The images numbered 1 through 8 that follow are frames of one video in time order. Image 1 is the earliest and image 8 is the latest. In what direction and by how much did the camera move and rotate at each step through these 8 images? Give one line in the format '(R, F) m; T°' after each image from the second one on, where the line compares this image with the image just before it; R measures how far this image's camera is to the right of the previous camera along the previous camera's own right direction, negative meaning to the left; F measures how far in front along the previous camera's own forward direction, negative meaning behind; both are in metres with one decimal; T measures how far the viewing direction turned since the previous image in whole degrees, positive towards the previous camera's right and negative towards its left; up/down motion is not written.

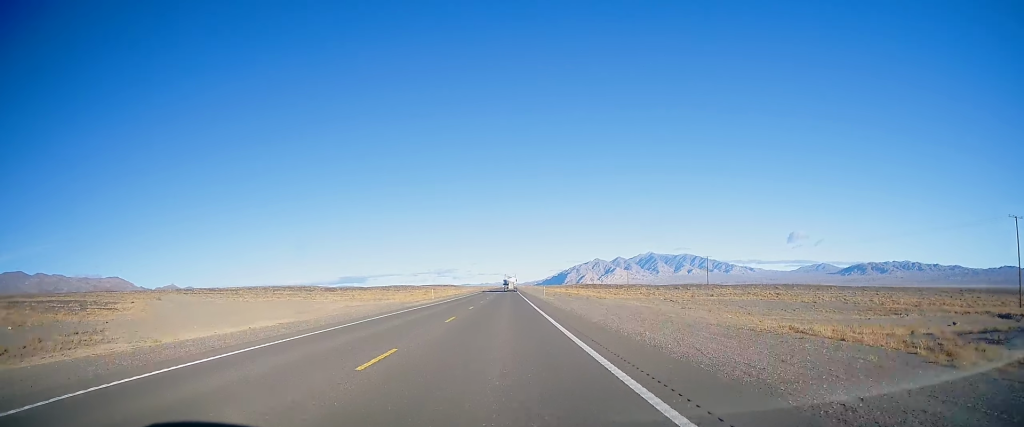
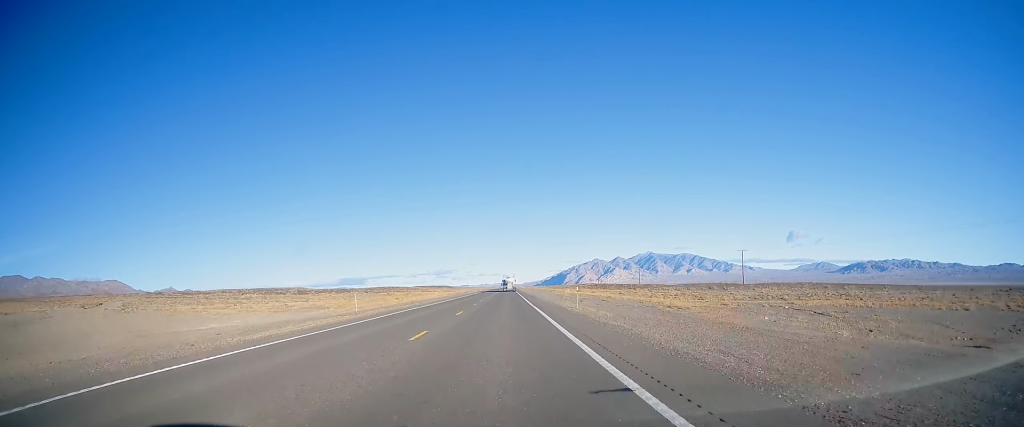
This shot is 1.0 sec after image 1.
(-0.4, +31.5) m; 0°
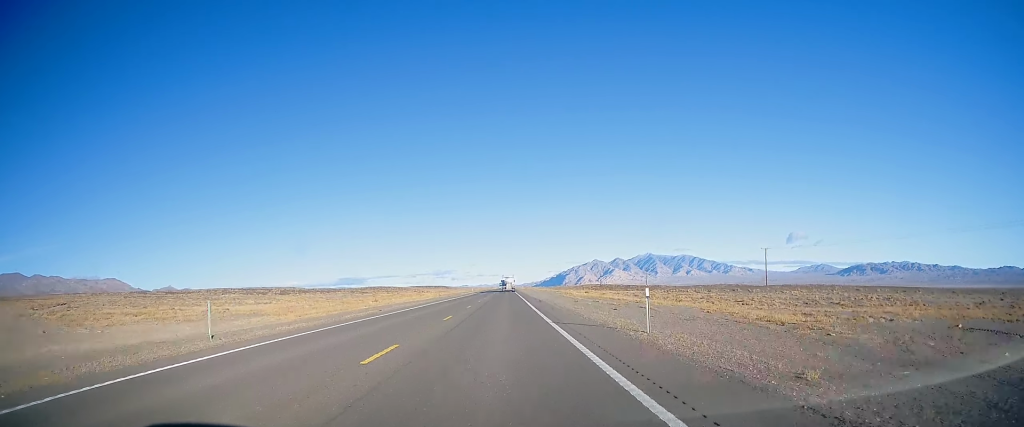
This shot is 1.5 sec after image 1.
(+0.2, +16.3) m; 0°
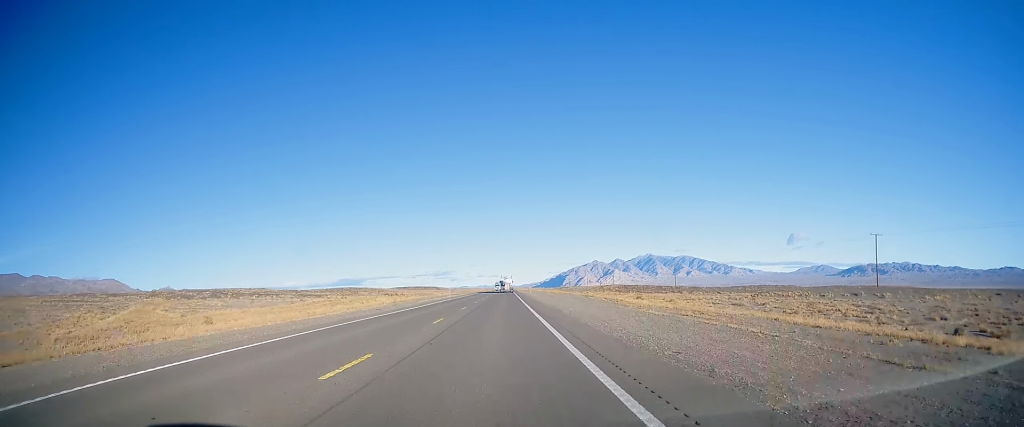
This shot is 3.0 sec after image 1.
(+0.3, +50.0) m; 0°
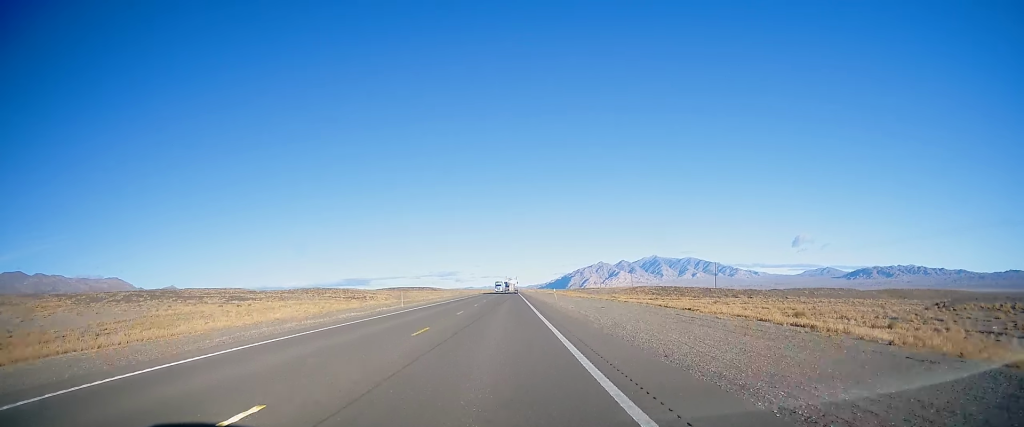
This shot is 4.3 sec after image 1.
(-0.2, +41.3) m; 0°
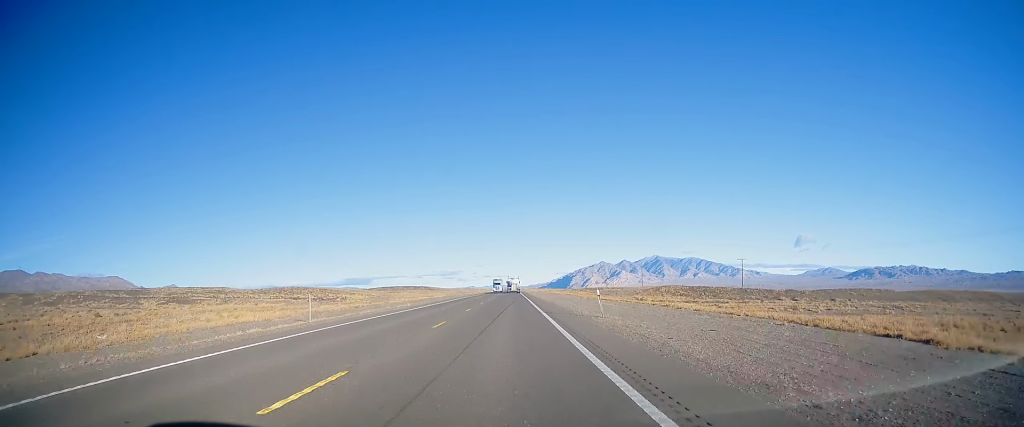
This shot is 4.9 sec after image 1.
(+0.3, +21.6) m; 0°
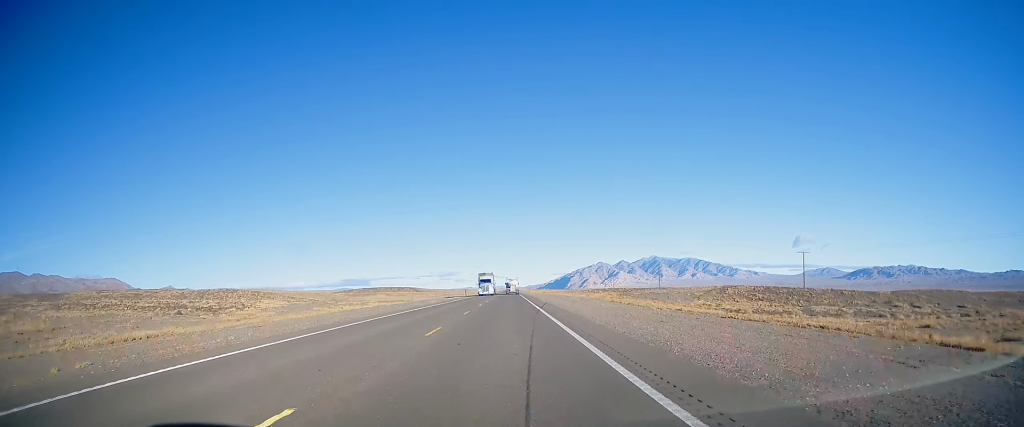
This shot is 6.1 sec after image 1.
(-0.4, +38.6) m; 0°
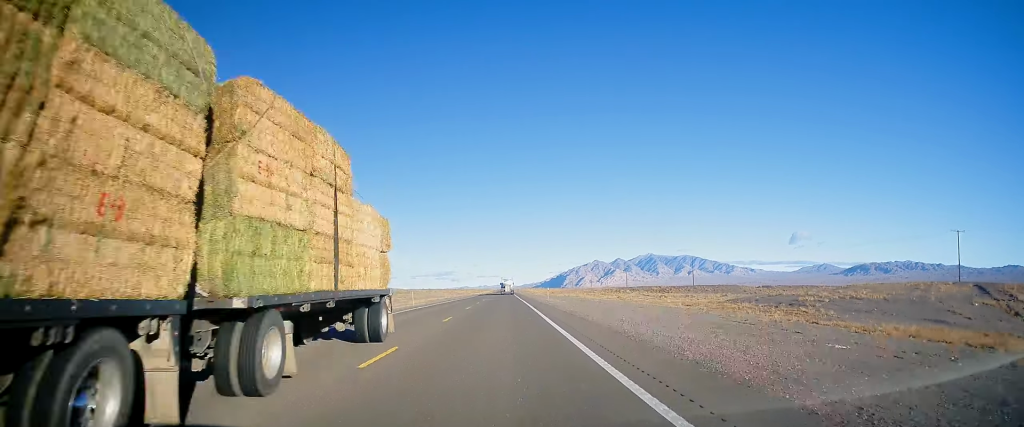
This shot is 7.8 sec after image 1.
(+0.7, +54.1) m; +1°
